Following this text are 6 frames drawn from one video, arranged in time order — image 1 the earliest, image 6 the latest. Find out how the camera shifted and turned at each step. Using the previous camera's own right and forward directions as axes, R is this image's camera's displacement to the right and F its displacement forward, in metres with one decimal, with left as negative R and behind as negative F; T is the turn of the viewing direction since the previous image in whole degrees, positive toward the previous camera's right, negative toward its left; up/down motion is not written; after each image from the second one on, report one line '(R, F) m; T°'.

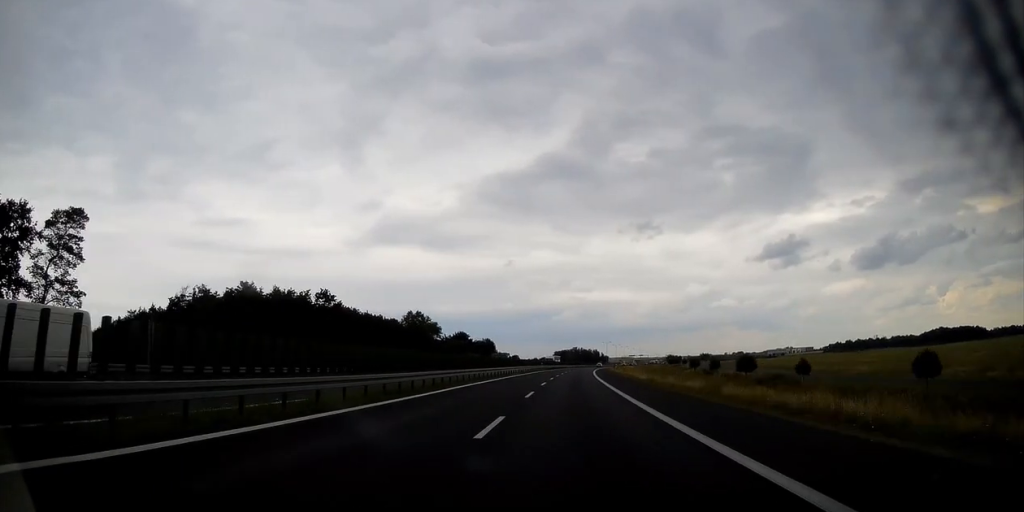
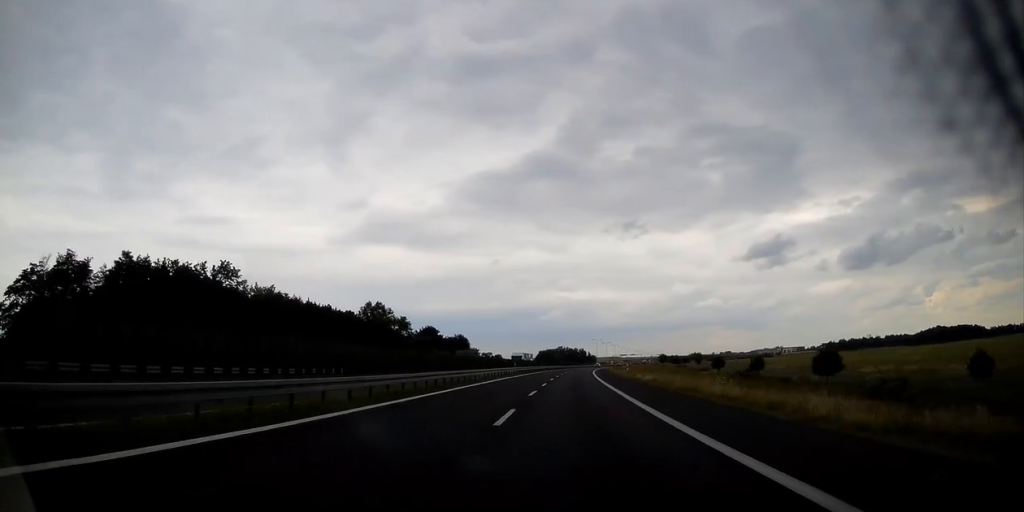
(+0.4, +33.5) m; +2°
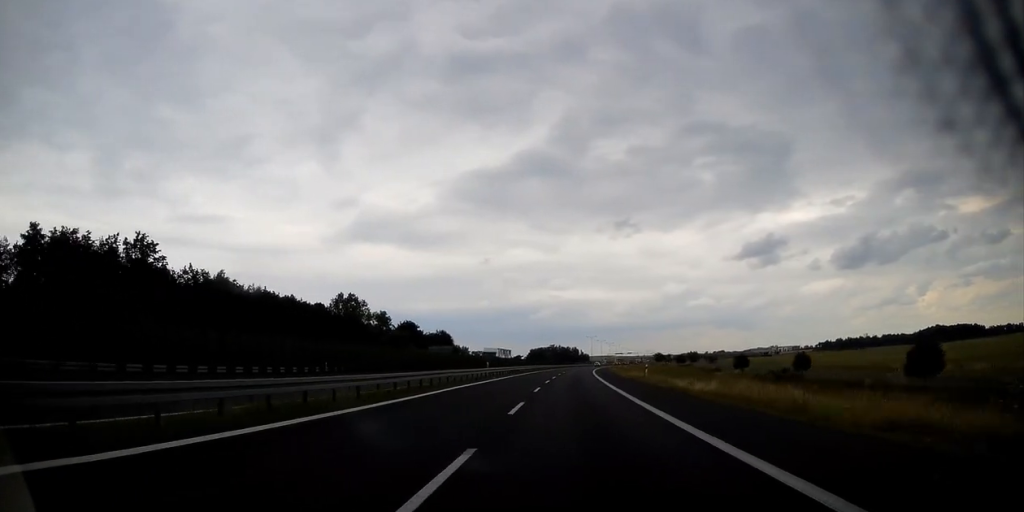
(+0.1, +19.2) m; +1°
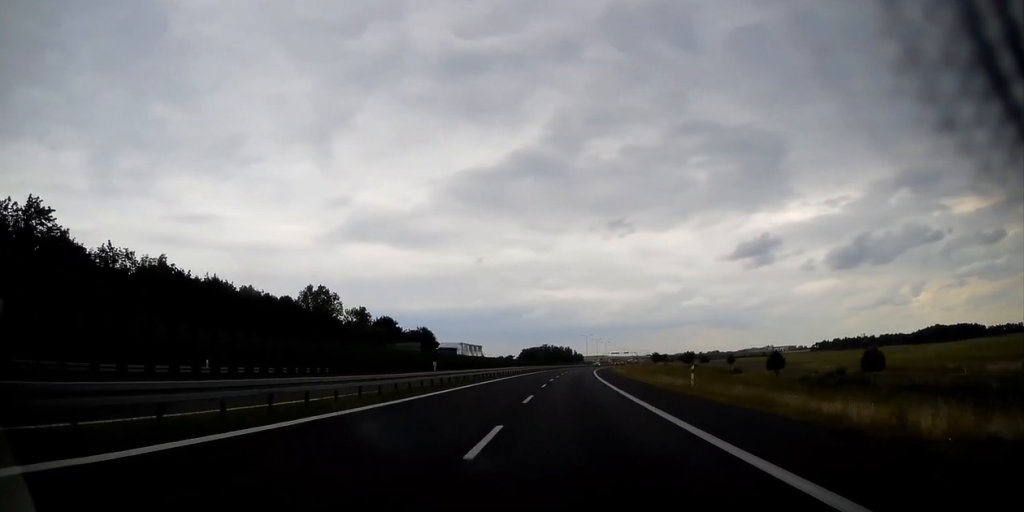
(+0.2, +18.0) m; +1°
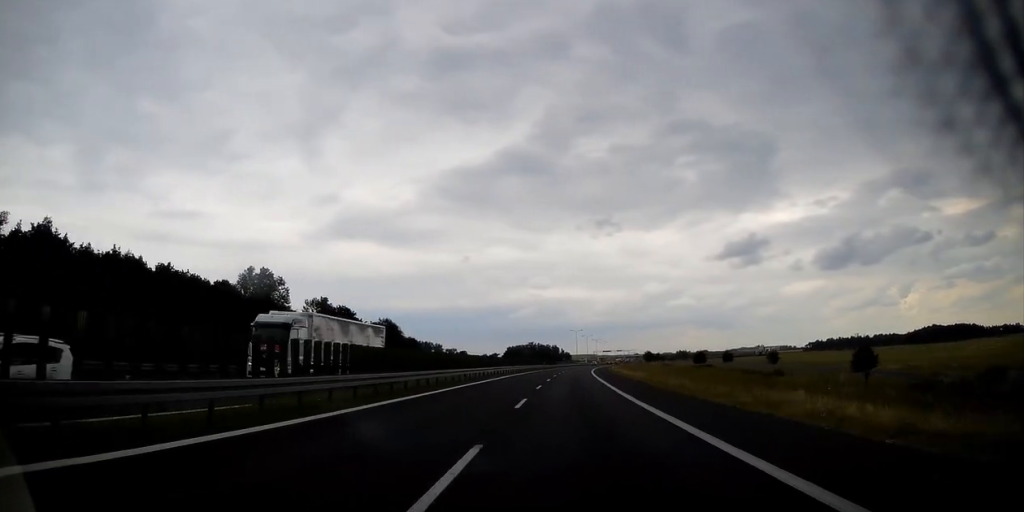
(+0.2, +26.3) m; +1°
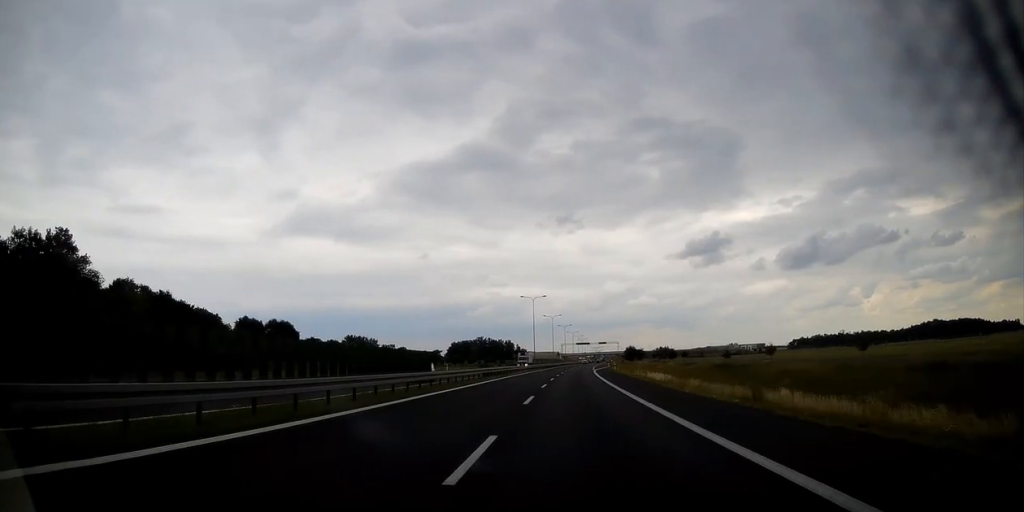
(+3.8, +106.4) m; +4°
